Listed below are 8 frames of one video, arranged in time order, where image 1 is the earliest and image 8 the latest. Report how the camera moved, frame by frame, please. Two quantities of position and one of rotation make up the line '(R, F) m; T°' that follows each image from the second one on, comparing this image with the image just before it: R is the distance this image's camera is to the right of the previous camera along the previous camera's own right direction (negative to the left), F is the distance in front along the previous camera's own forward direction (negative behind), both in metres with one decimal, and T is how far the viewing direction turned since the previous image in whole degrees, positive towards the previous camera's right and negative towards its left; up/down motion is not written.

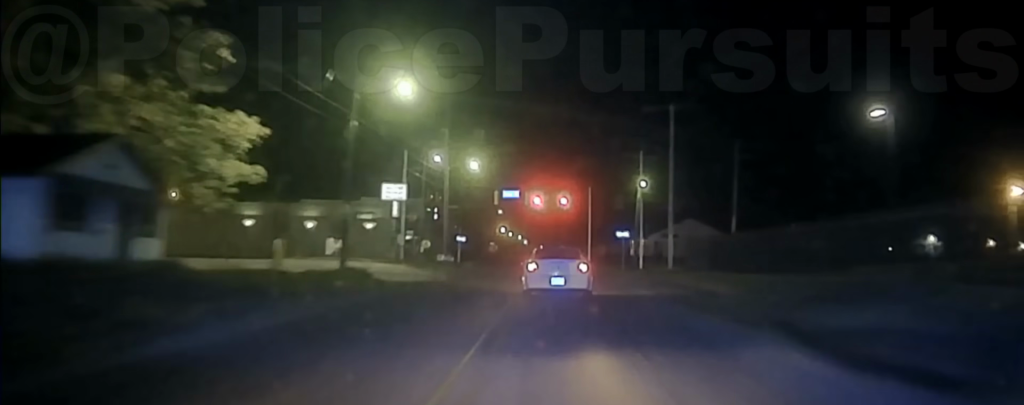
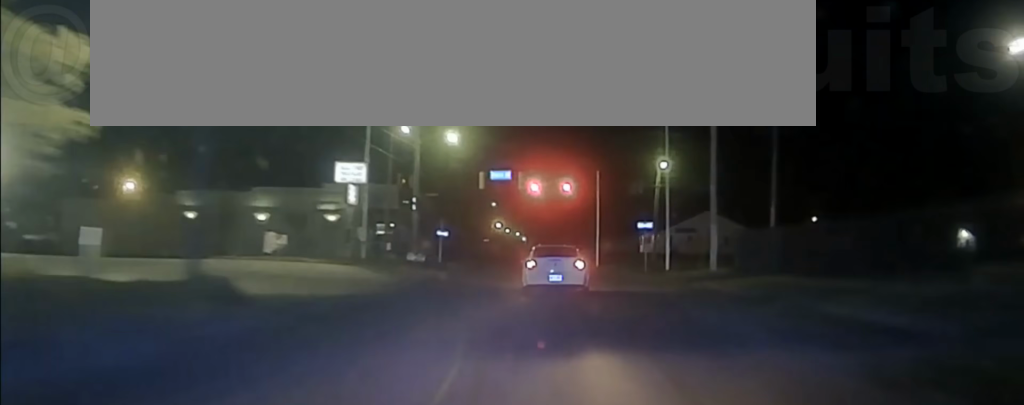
(-0.1, +15.5) m; 0°
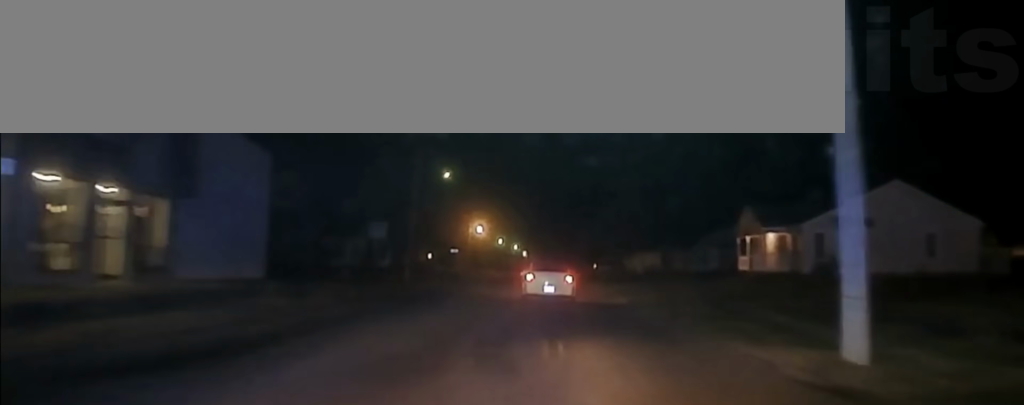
(-0.1, +66.6) m; 0°
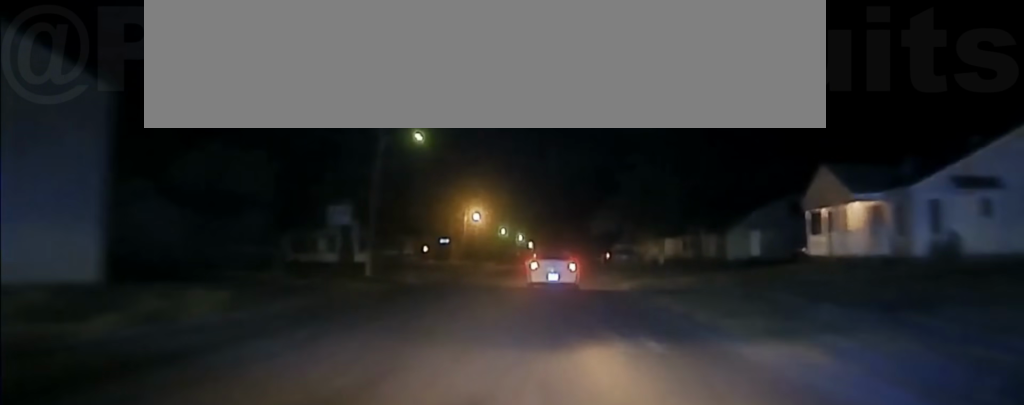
(0.0, +14.7) m; 0°
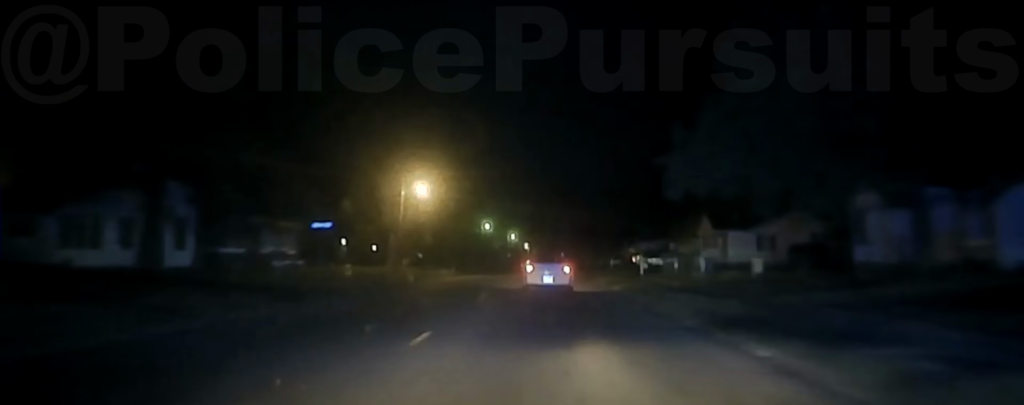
(0.0, +37.0) m; 0°
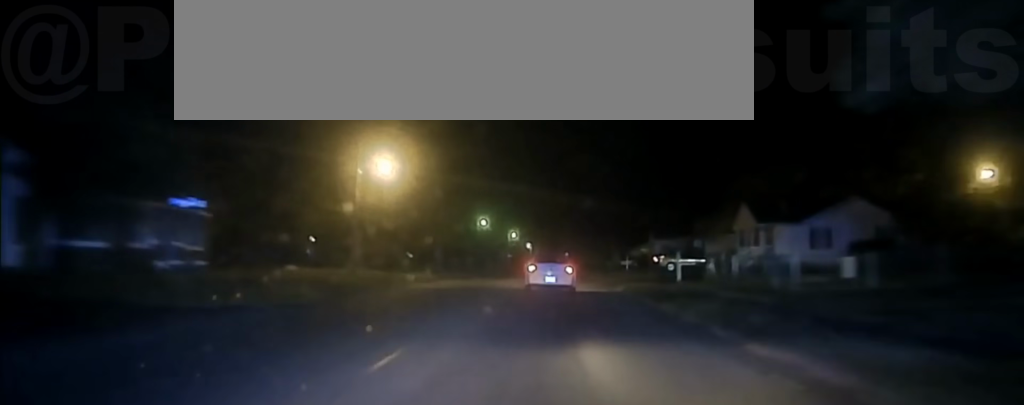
(0.0, +12.6) m; 0°
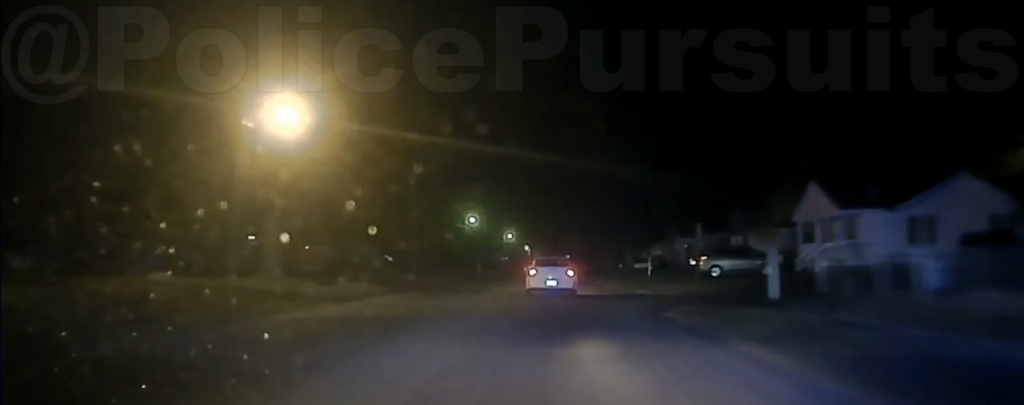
(0.0, +16.2) m; 0°
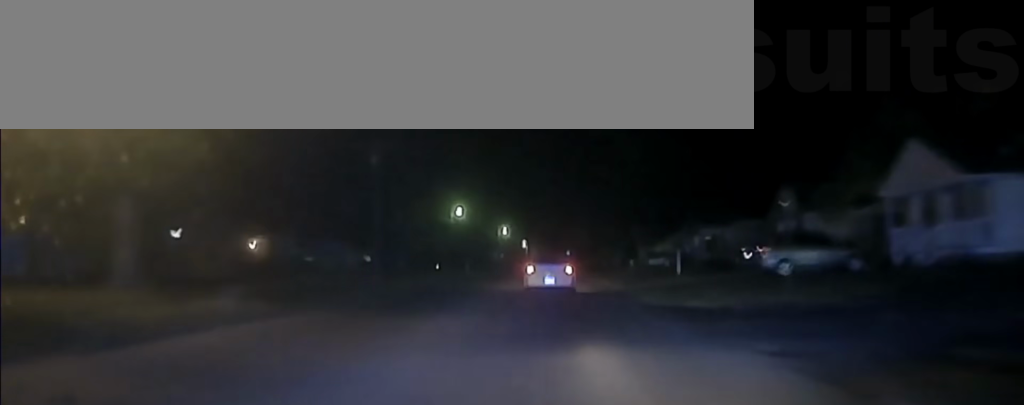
(0.0, +14.0) m; 0°
